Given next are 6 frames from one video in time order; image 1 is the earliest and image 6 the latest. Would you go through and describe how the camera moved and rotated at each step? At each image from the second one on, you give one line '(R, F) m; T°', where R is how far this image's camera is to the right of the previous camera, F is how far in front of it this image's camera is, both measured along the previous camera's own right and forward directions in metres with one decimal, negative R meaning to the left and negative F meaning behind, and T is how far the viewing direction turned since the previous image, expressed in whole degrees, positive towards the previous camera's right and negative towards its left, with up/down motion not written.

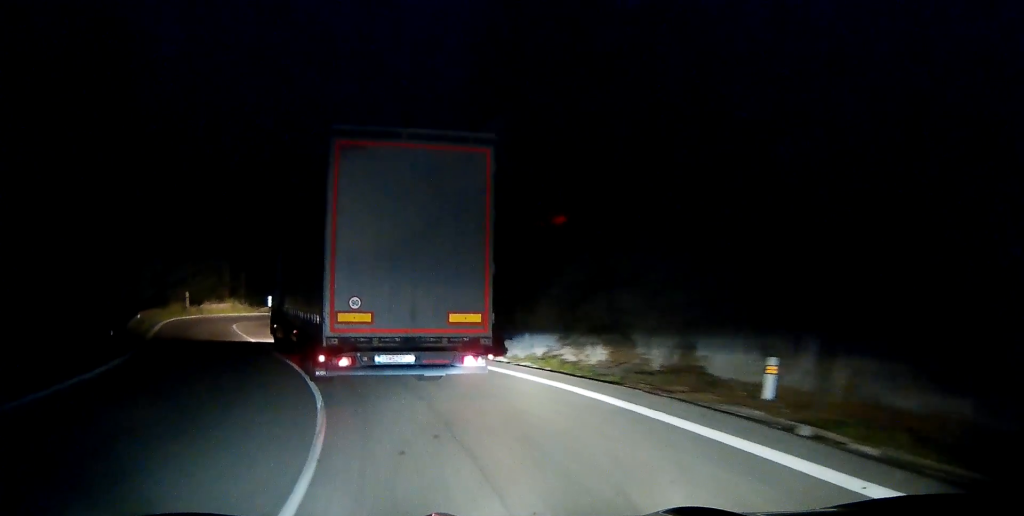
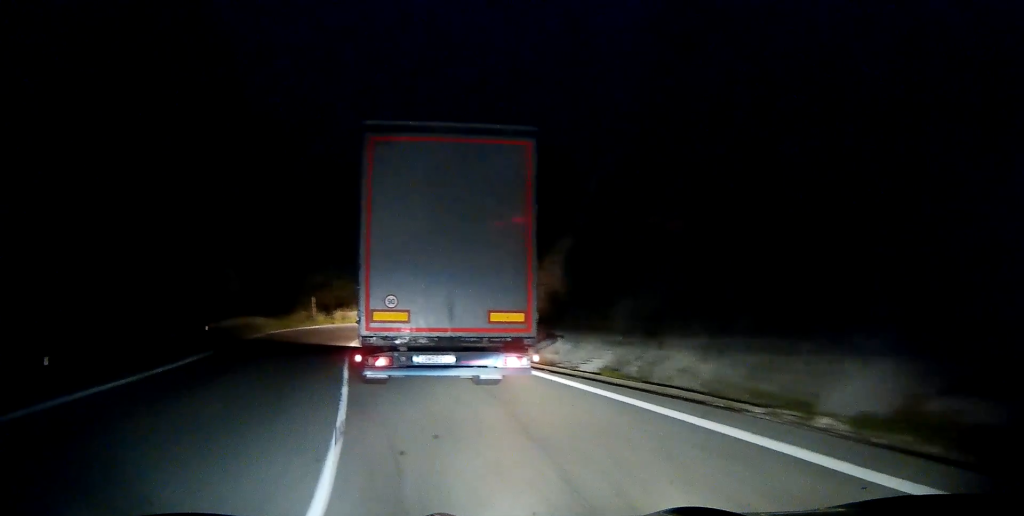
(-1.2, +11.4) m; -9°
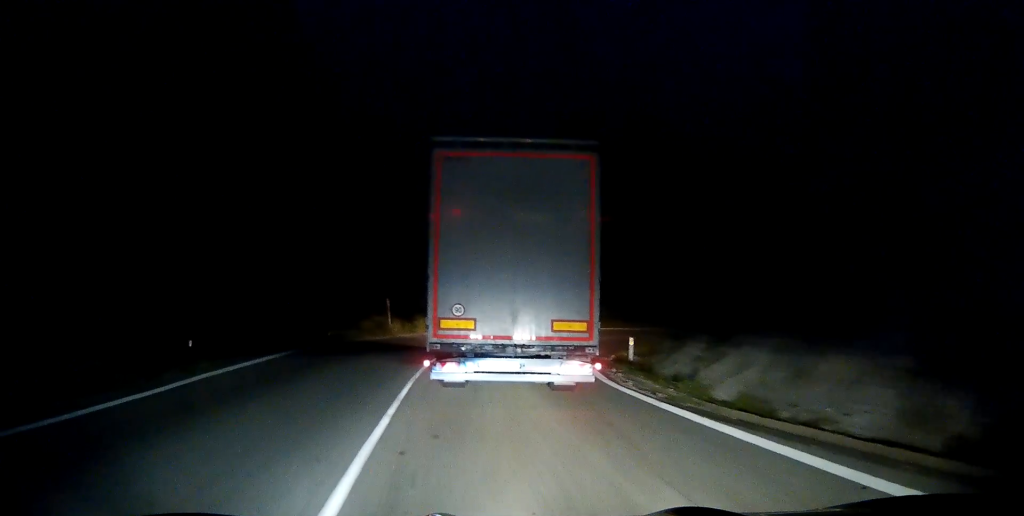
(-0.3, +9.8) m; -2°
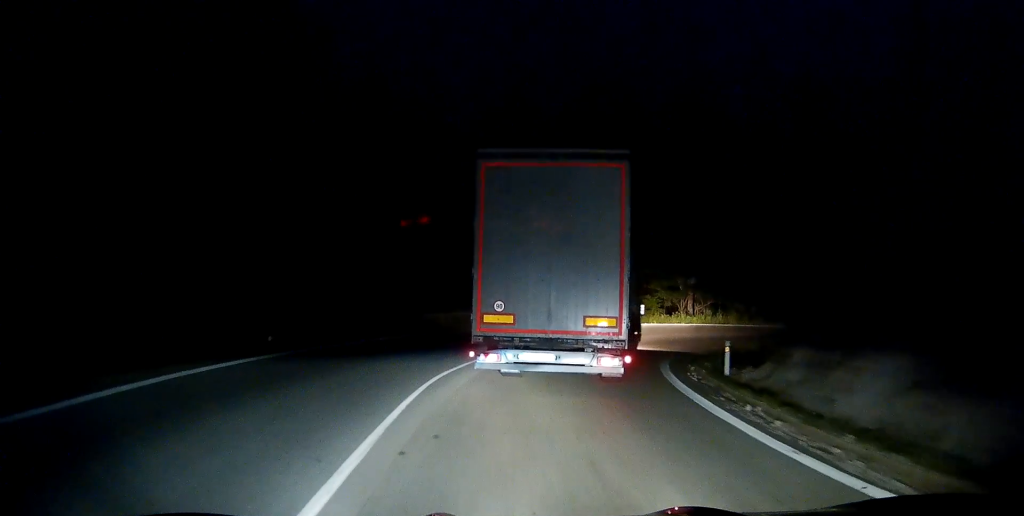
(+0.2, +10.4) m; +4°
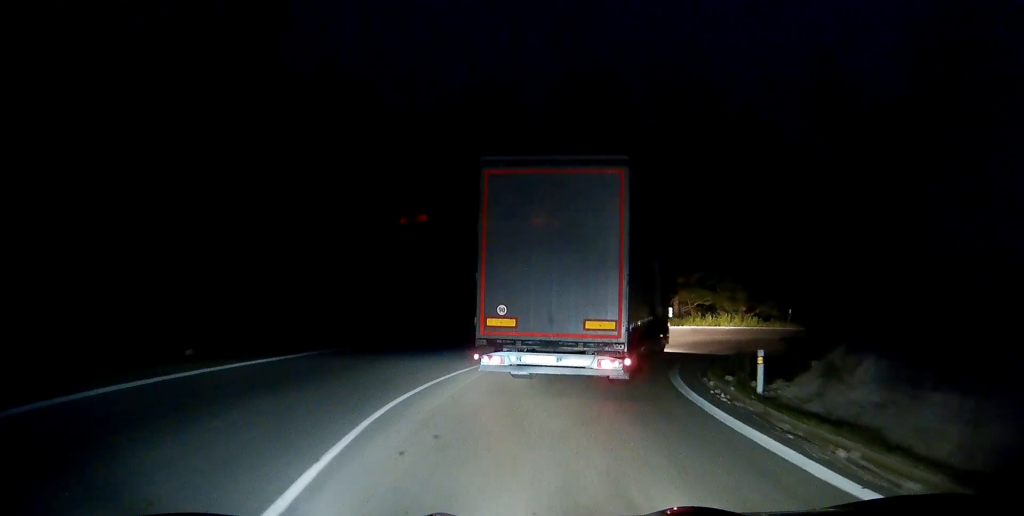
(0.0, +4.1) m; +3°
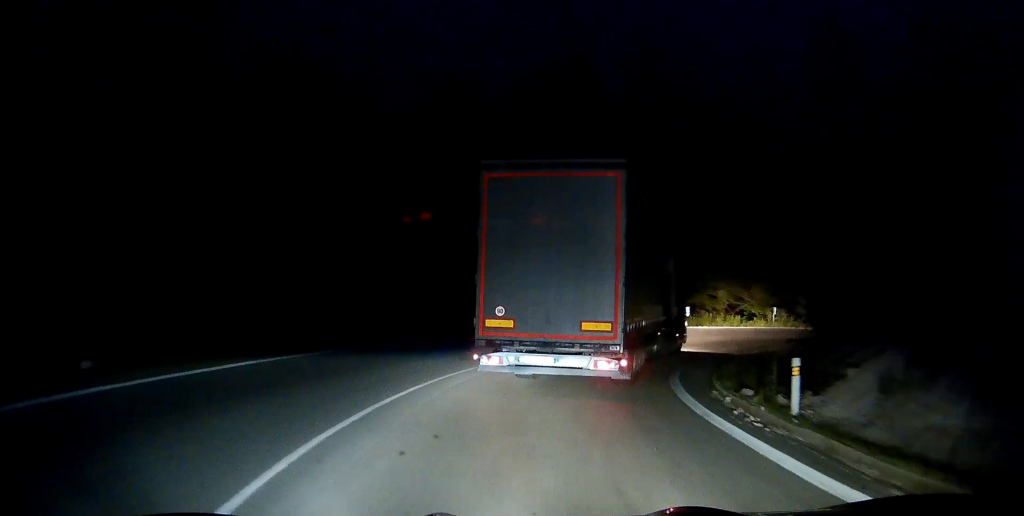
(+0.1, +3.4) m; -2°
